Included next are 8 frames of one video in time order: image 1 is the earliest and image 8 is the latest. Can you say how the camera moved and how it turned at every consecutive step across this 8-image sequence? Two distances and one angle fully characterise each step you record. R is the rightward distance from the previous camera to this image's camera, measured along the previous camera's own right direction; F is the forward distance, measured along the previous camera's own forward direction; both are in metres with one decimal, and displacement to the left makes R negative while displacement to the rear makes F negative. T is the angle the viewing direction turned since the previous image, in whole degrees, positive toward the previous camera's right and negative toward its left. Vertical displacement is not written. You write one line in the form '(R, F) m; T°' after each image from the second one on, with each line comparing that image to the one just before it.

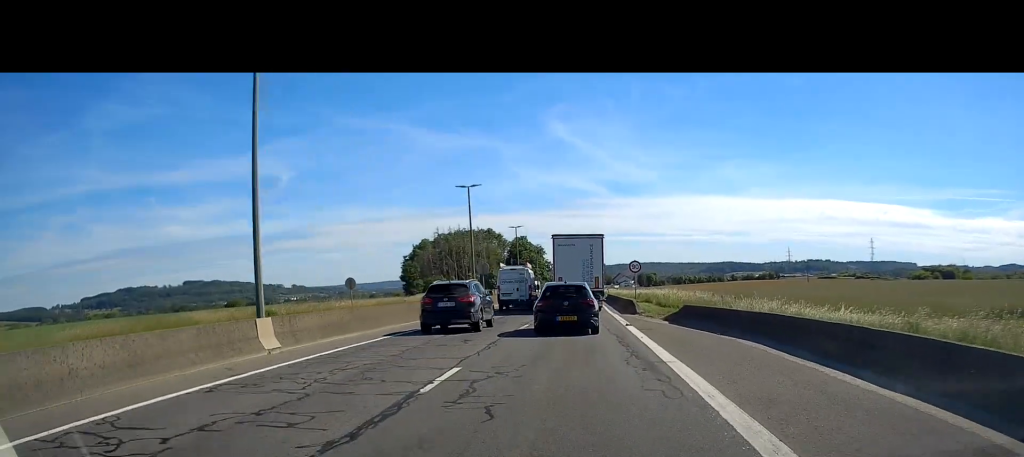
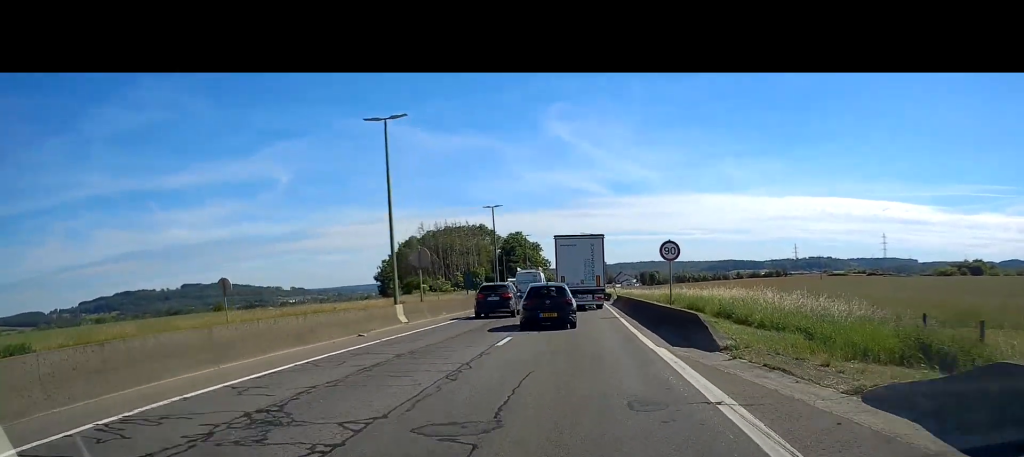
(+0.2, +19.3) m; +1°
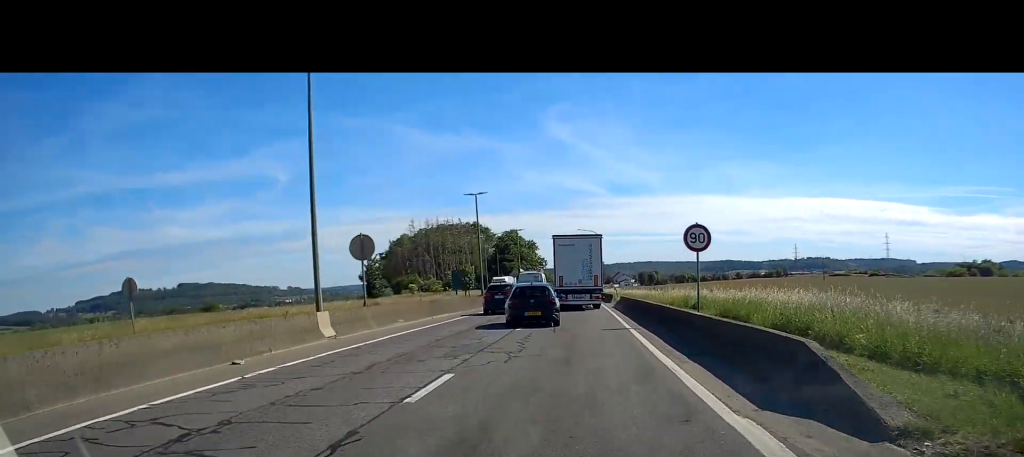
(0.0, +7.6) m; 0°
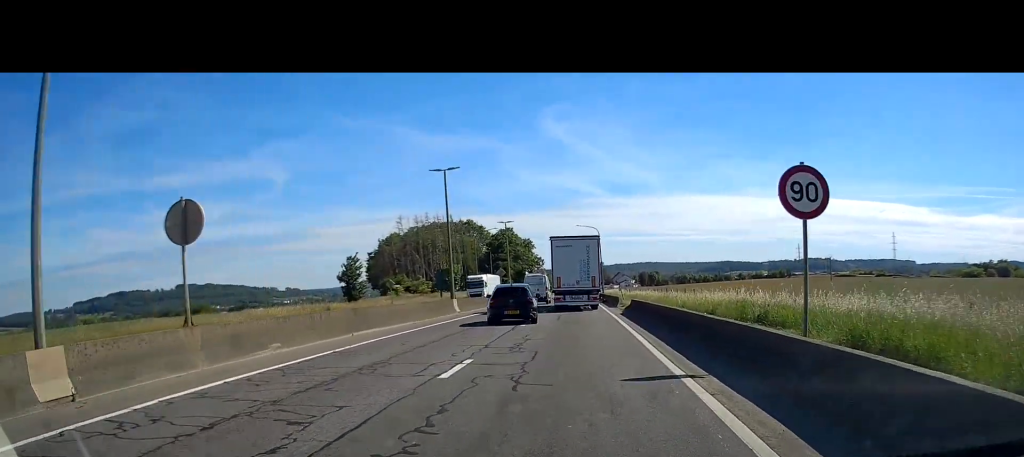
(0.0, +10.5) m; 0°
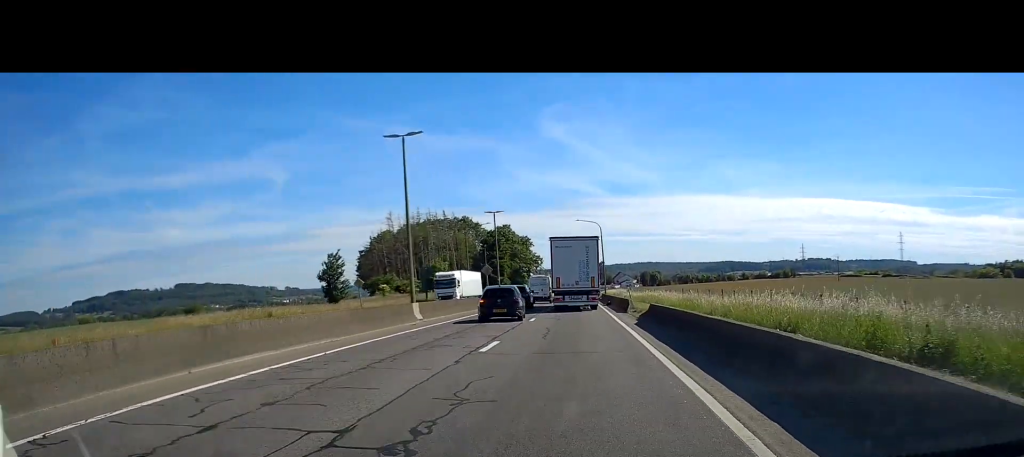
(0.0, +8.9) m; 0°
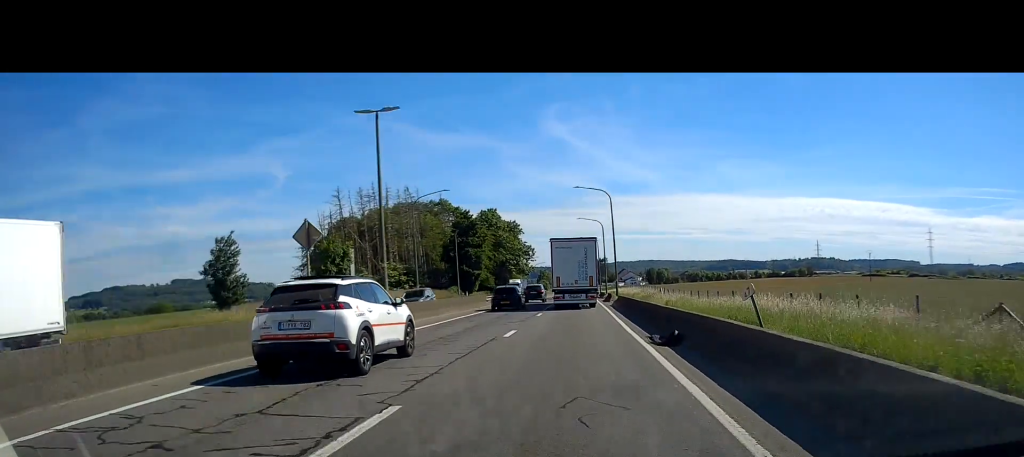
(0.0, +35.3) m; 0°
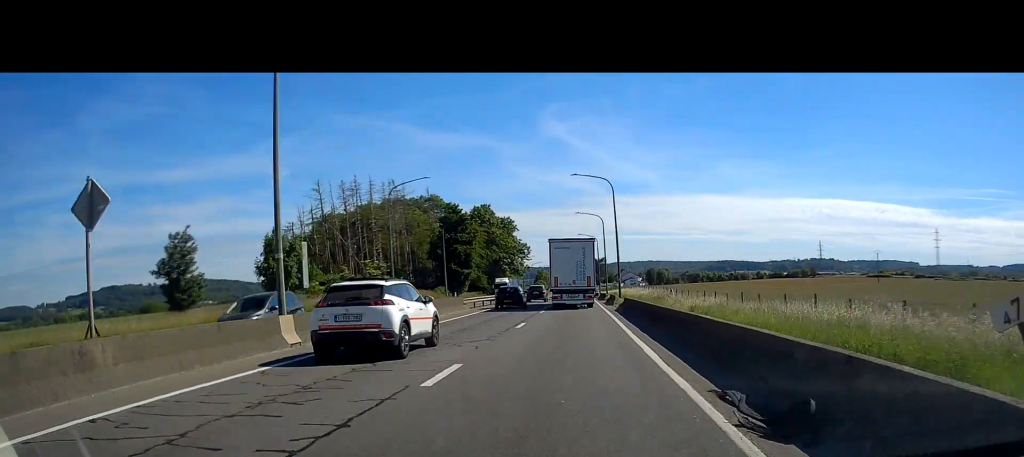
(0.0, +9.0) m; 0°
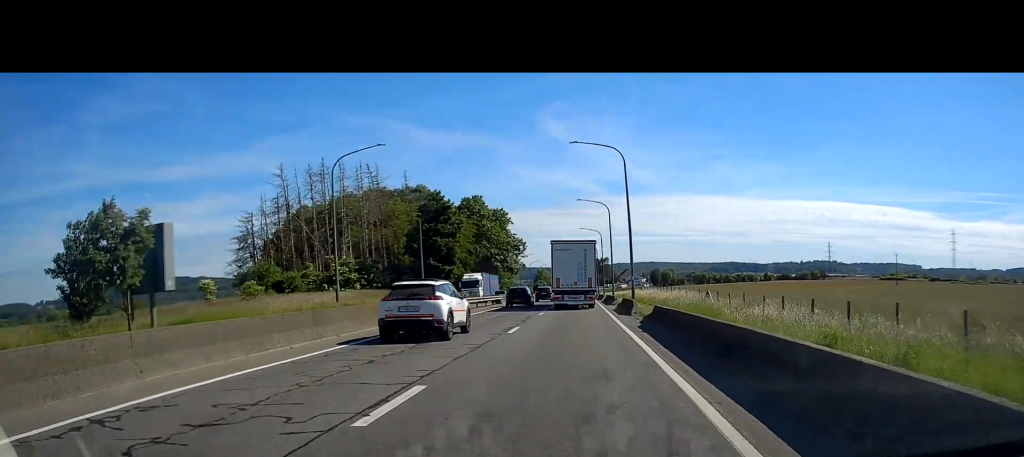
(+0.1, +15.8) m; 0°
